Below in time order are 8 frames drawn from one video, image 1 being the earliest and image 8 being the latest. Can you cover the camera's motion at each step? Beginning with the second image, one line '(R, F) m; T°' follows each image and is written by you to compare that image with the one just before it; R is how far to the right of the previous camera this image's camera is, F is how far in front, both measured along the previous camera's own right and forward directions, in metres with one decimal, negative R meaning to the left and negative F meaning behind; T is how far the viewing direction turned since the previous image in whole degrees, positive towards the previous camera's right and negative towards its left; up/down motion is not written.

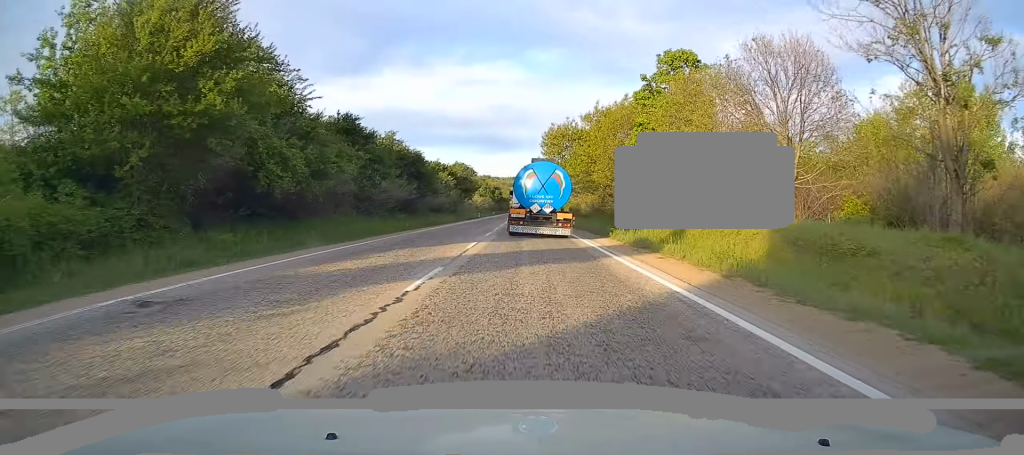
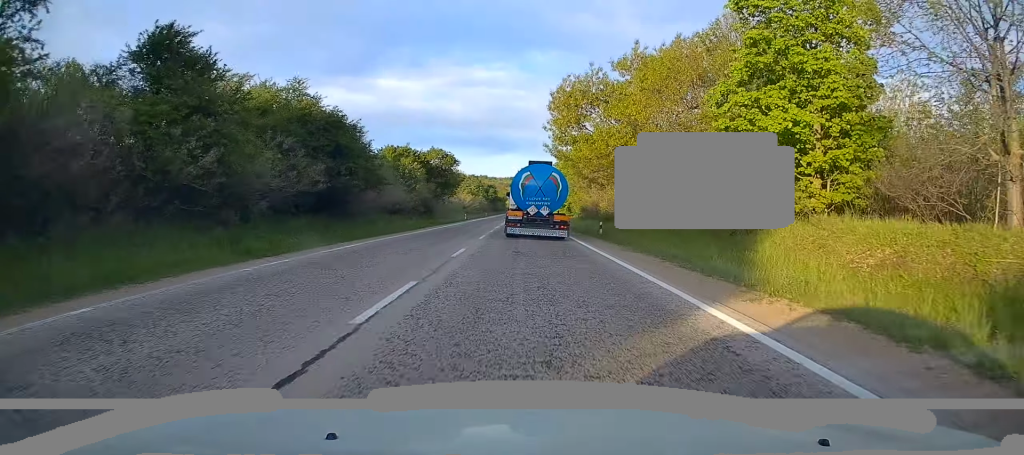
(0.0, +20.1) m; 0°
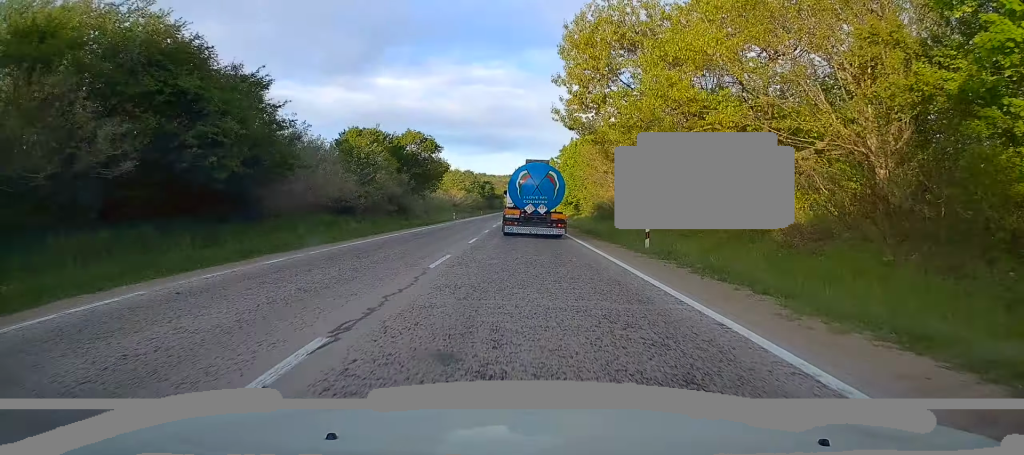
(0.0, +12.9) m; 0°
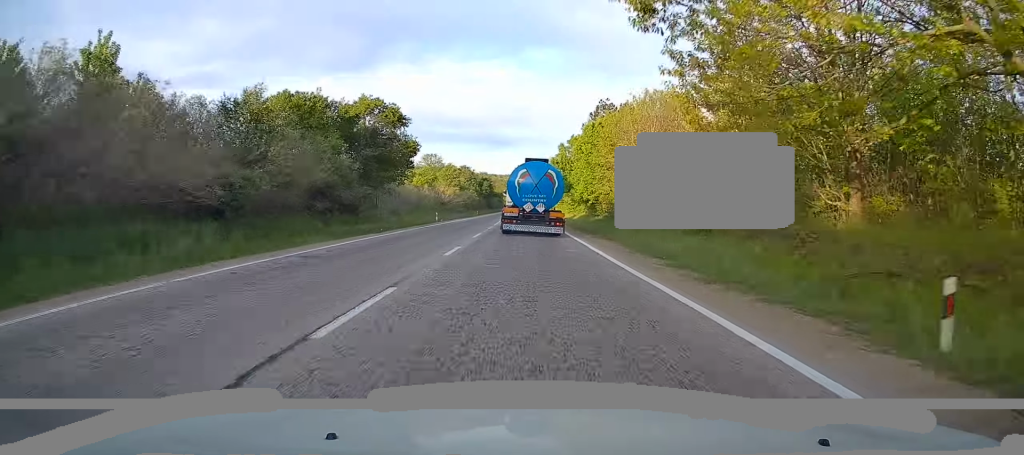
(-0.1, +15.2) m; +1°
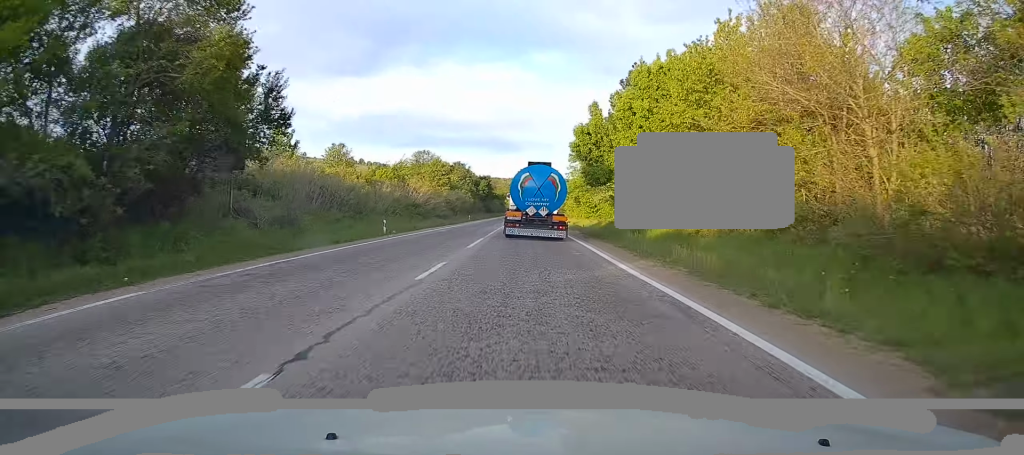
(+0.4, +22.4) m; -1°
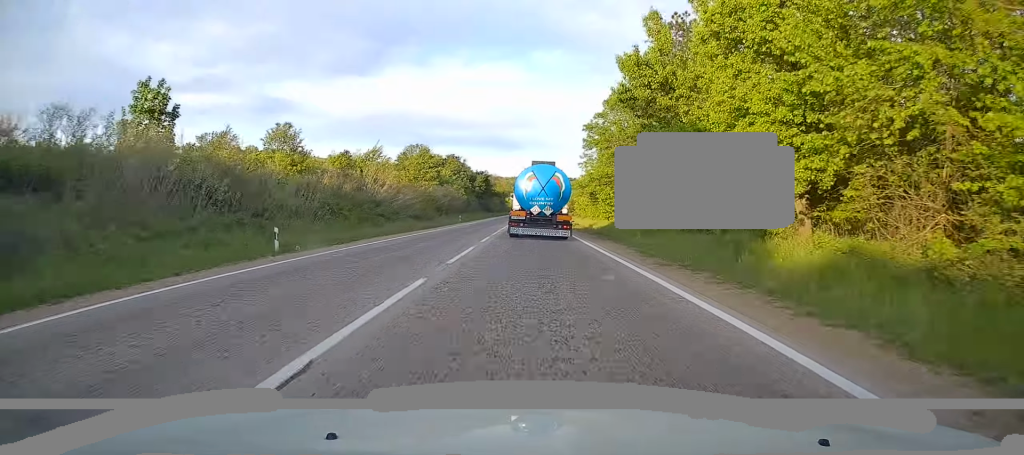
(-0.3, +15.2) m; -1°
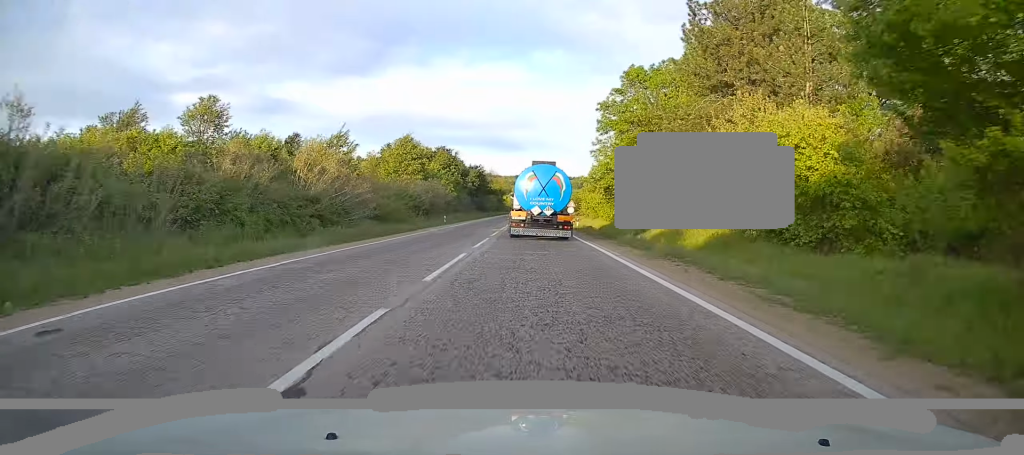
(-0.4, +12.0) m; -1°
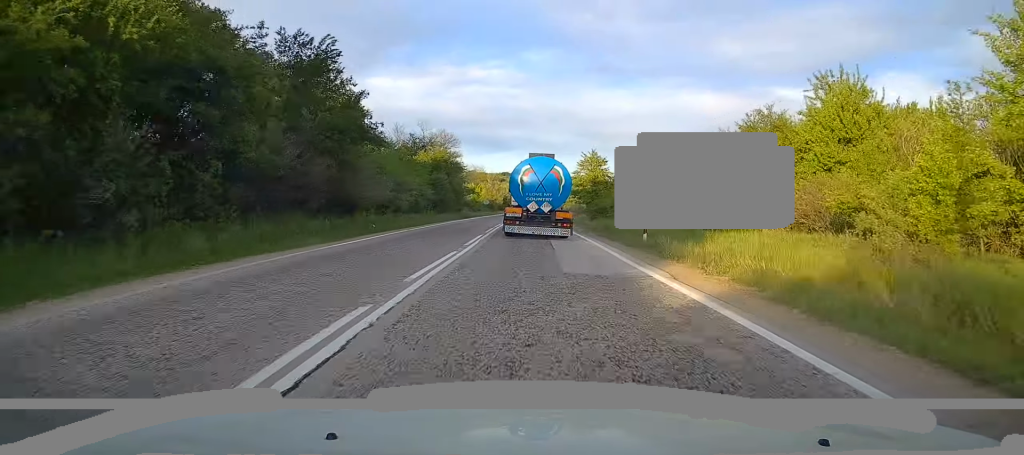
(+2.5, +80.3) m; +2°
